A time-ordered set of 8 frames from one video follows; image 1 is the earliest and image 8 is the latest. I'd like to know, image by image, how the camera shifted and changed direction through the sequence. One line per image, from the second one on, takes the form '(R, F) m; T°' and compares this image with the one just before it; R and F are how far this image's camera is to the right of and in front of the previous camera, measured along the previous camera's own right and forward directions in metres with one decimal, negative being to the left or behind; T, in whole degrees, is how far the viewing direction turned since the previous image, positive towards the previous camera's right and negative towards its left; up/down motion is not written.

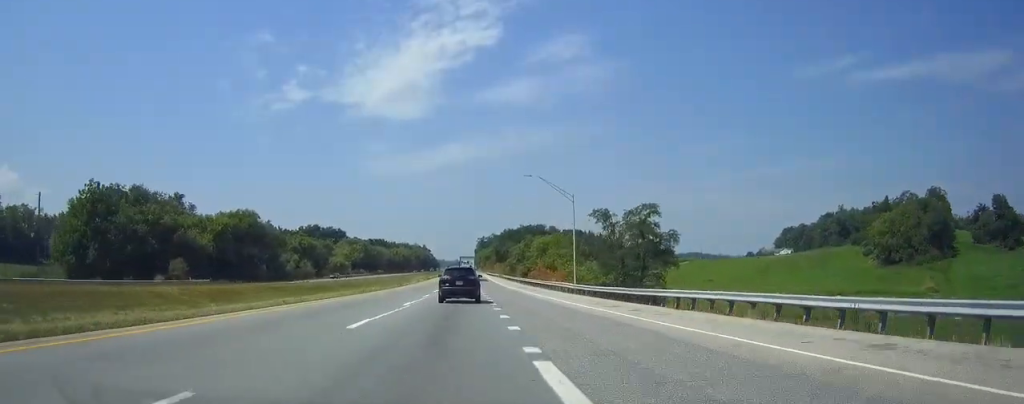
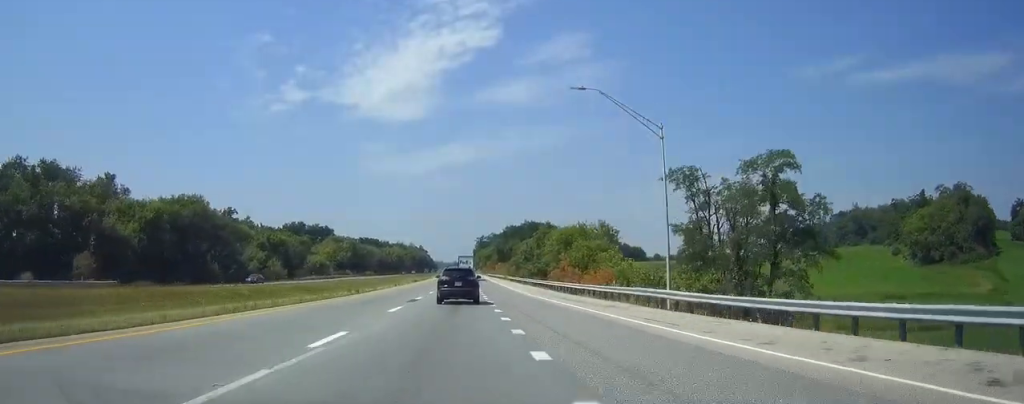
(0.0, +28.0) m; 0°
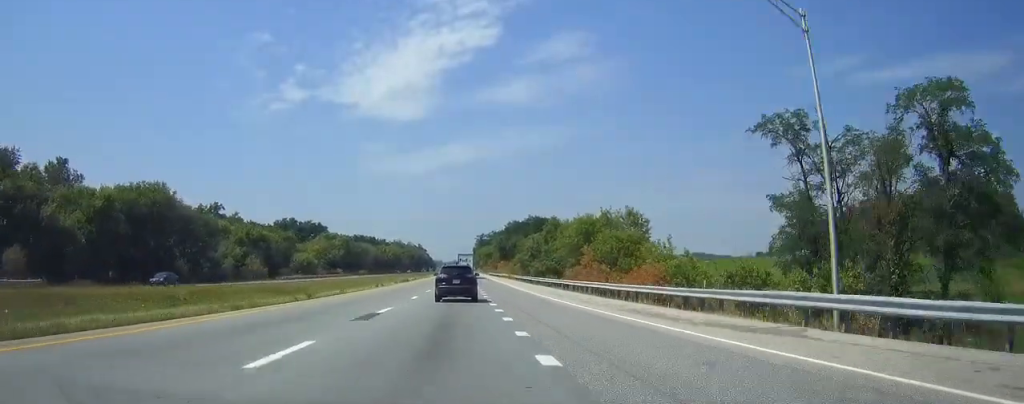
(0.0, +15.1) m; 0°
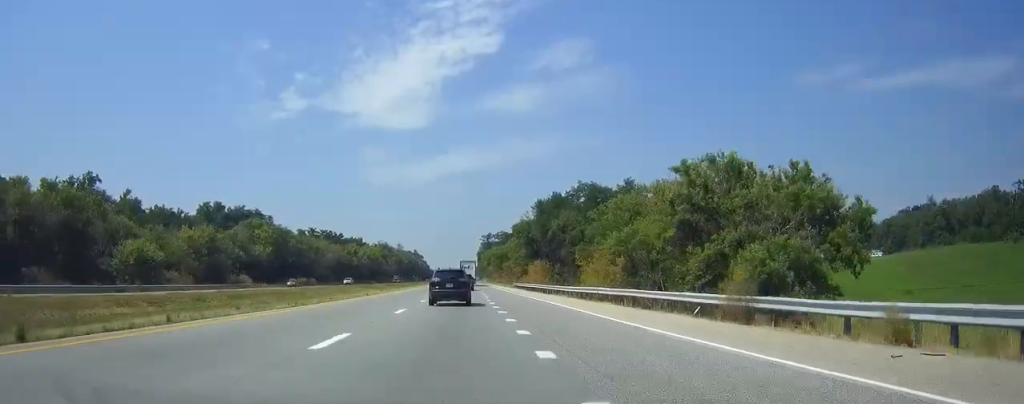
(-0.1, +96.2) m; 0°
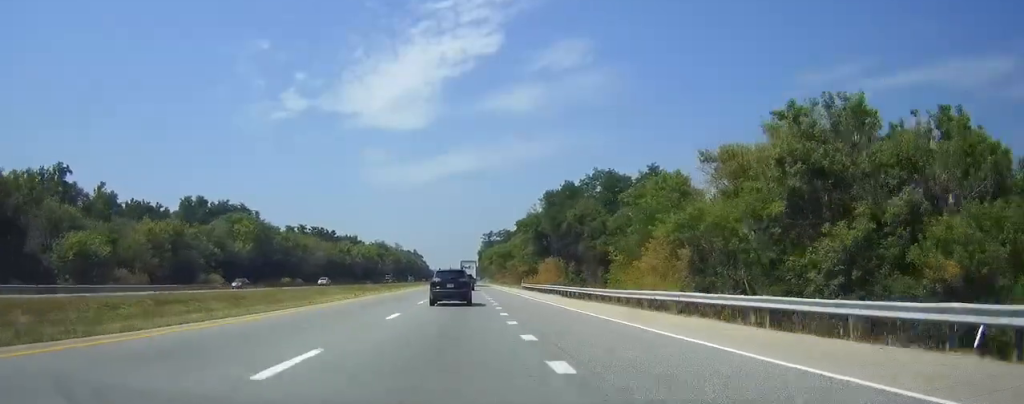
(0.0, +15.1) m; 0°
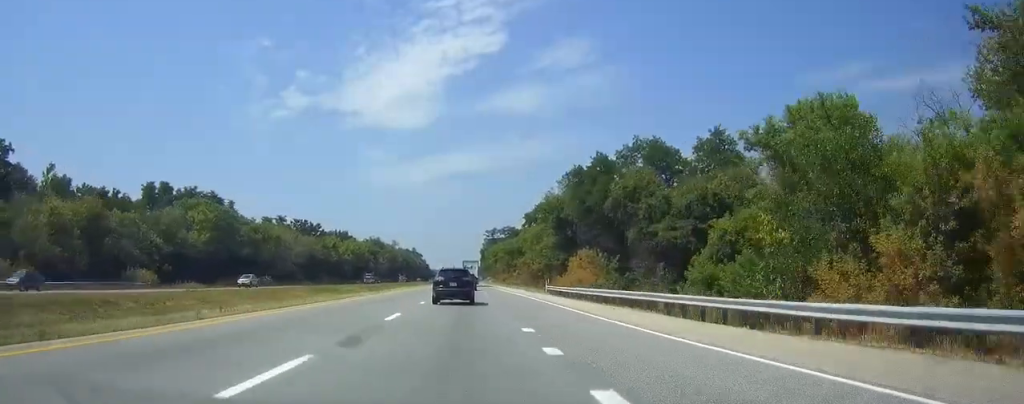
(+0.1, +25.9) m; 0°
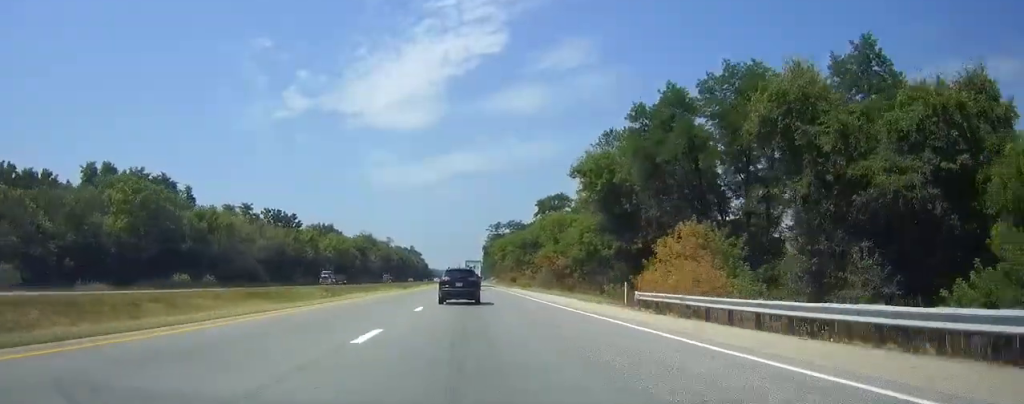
(-0.1, +31.4) m; 0°
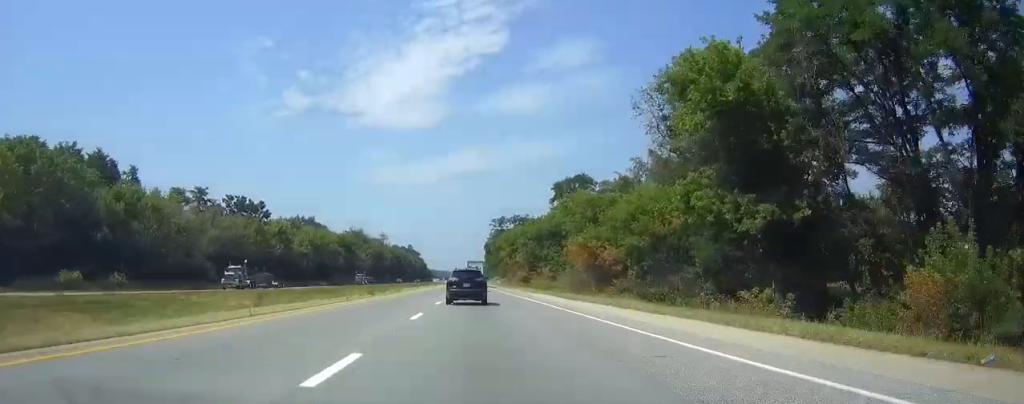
(0.0, +29.2) m; 0°
